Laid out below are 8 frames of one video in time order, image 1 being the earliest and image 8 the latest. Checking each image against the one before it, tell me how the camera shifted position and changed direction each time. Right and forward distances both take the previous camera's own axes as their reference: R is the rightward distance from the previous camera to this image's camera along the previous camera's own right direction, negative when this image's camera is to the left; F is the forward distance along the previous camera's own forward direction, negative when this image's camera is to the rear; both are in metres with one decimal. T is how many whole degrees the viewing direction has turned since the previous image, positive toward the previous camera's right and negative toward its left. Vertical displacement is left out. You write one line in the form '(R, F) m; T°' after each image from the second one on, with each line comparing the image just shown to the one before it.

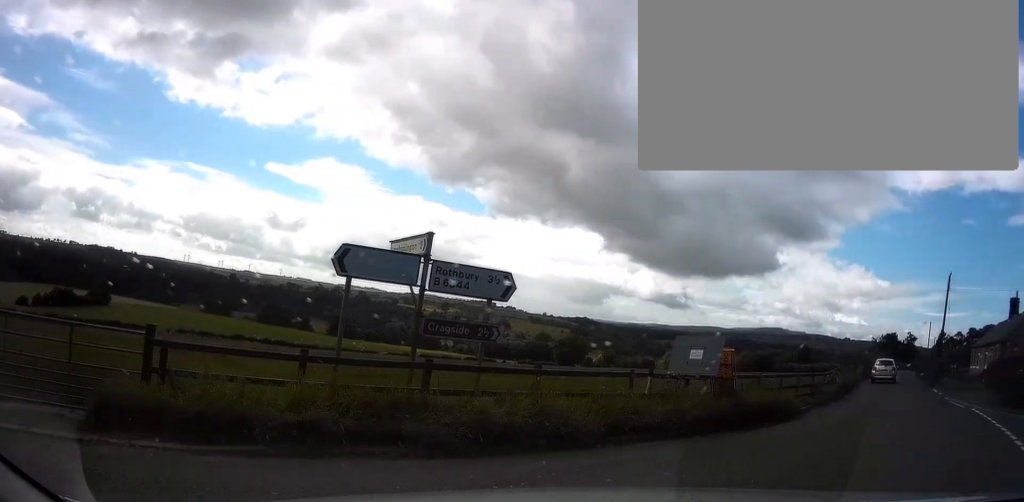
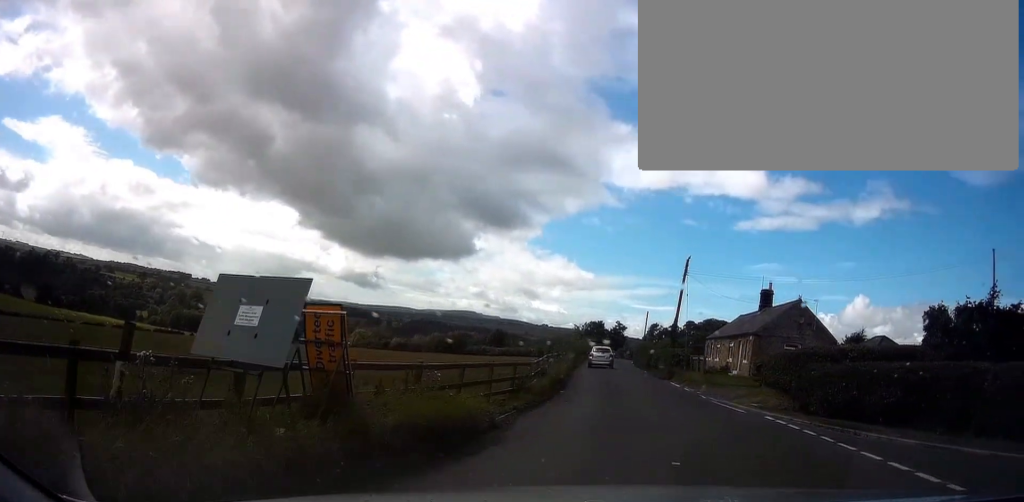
(+0.2, +4.0) m; +6°
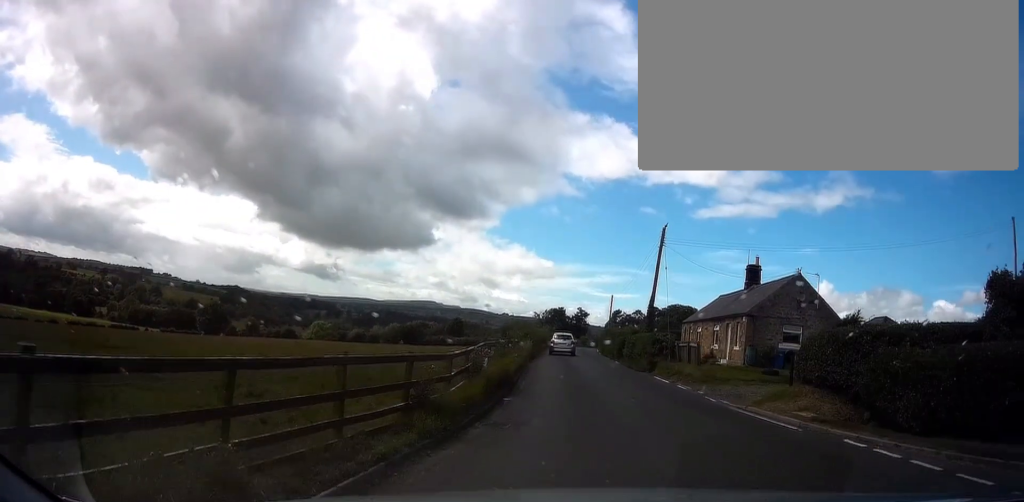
(+0.1, +3.9) m; +4°
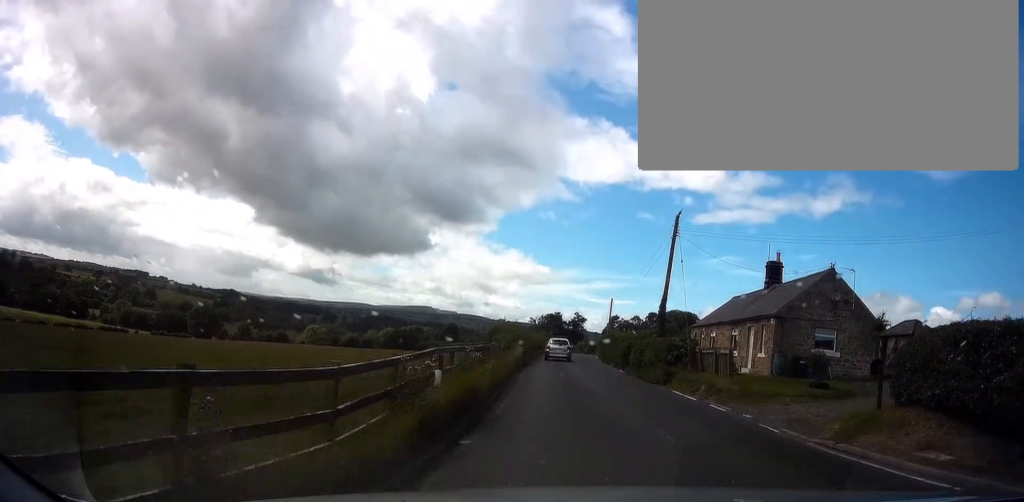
(-0.1, +2.8) m; +3°
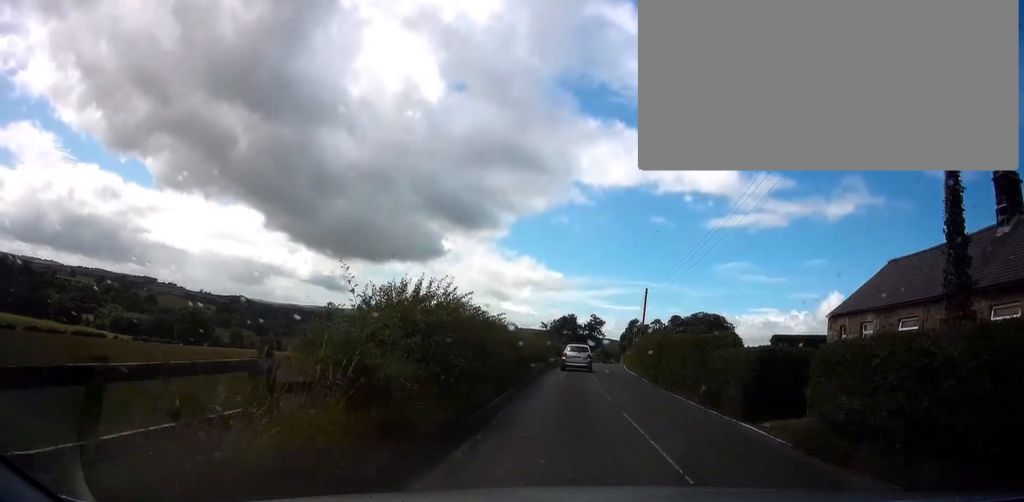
(+0.4, +17.3) m; +3°
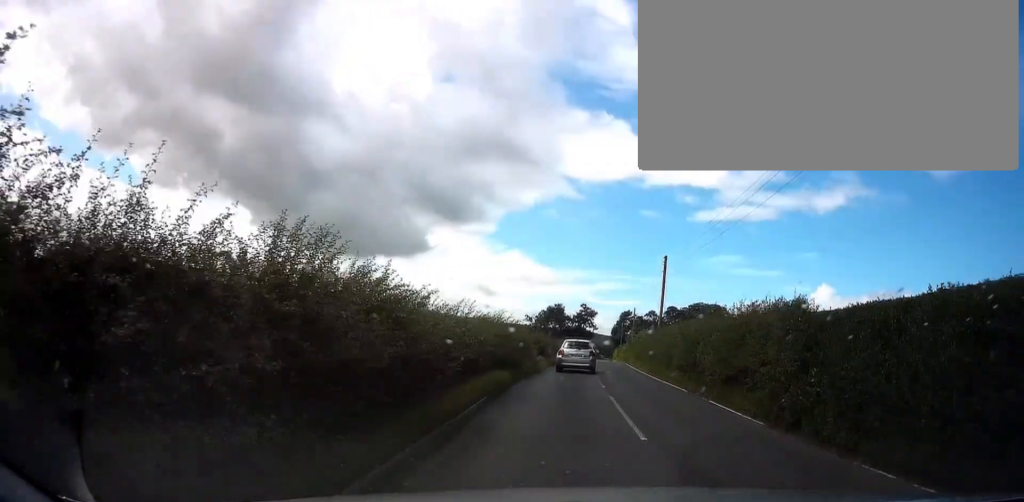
(+0.5, +14.3) m; +3°
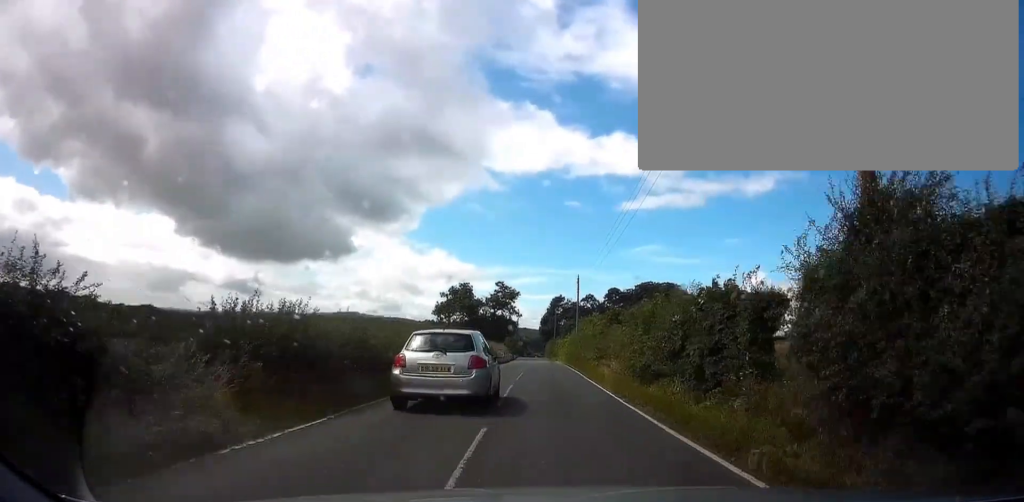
(+0.9, +31.6) m; +2°
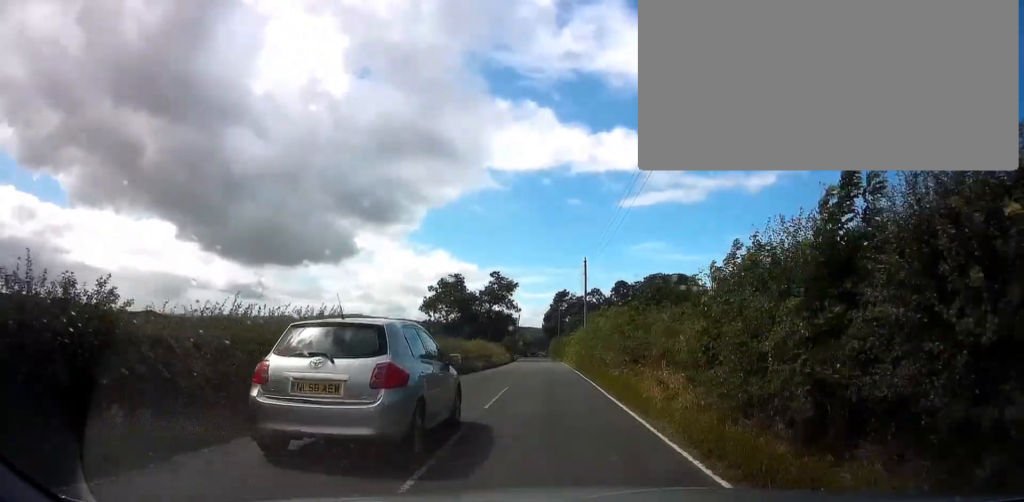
(-0.2, +8.8) m; +1°
